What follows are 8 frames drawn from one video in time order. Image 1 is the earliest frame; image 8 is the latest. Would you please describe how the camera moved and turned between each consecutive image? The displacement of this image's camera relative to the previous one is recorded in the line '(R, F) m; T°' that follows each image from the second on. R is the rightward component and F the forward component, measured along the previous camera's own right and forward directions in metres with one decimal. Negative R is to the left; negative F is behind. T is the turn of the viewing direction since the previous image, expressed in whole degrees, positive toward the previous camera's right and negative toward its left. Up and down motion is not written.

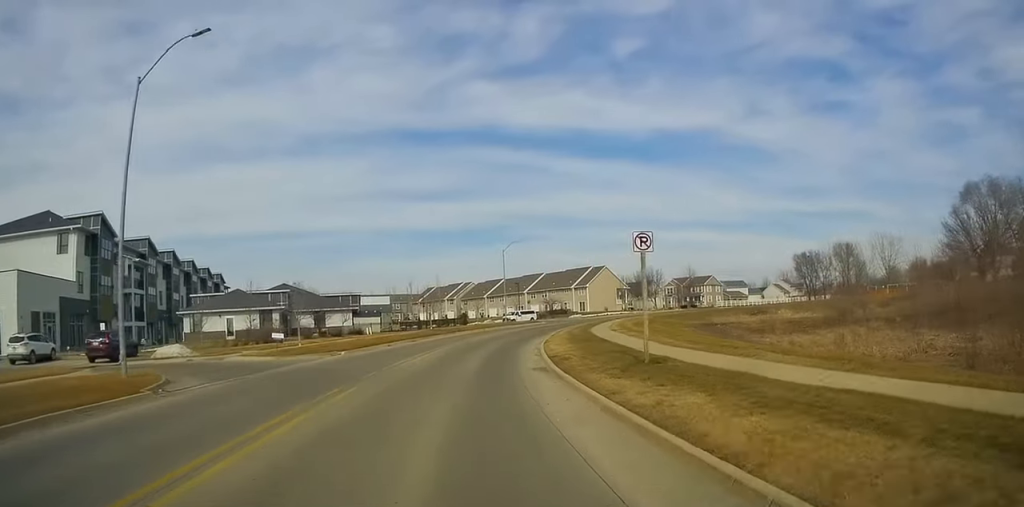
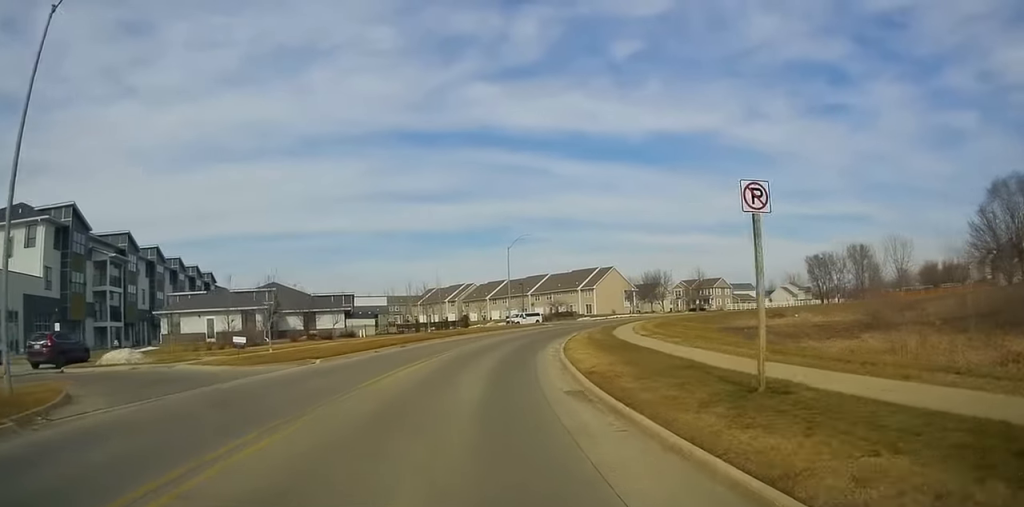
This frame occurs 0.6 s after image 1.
(0.0, +5.6) m; 0°
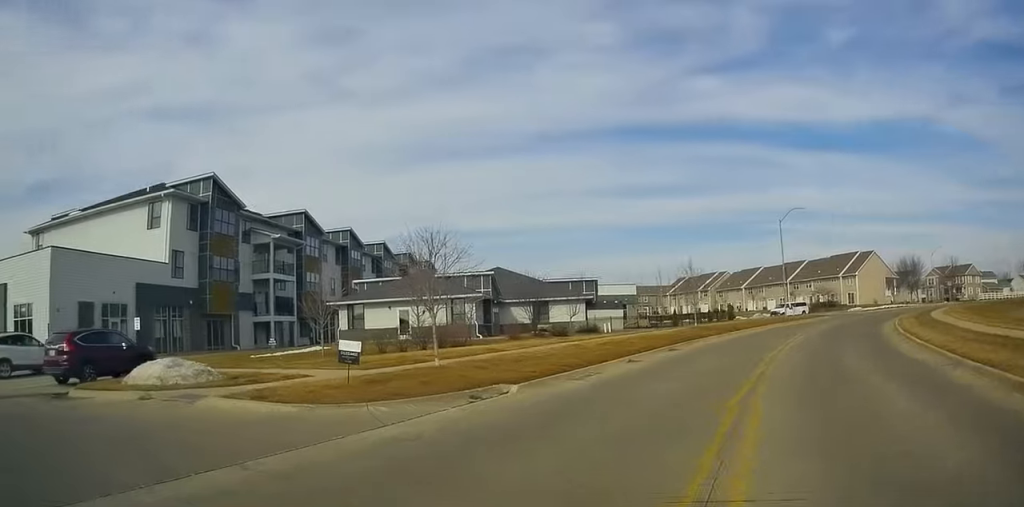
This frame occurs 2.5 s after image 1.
(-0.6, +13.3) m; -16°
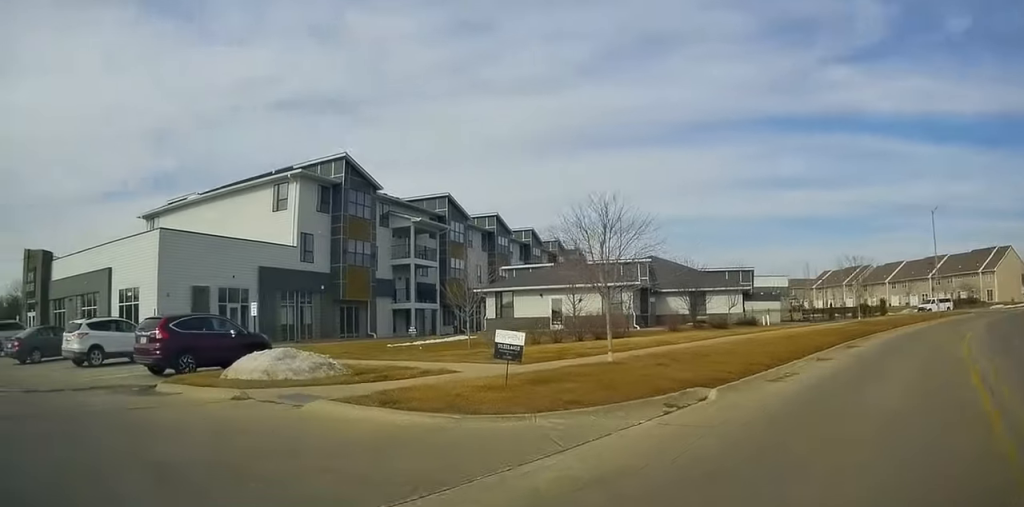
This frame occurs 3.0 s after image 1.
(0.0, +2.6) m; -9°
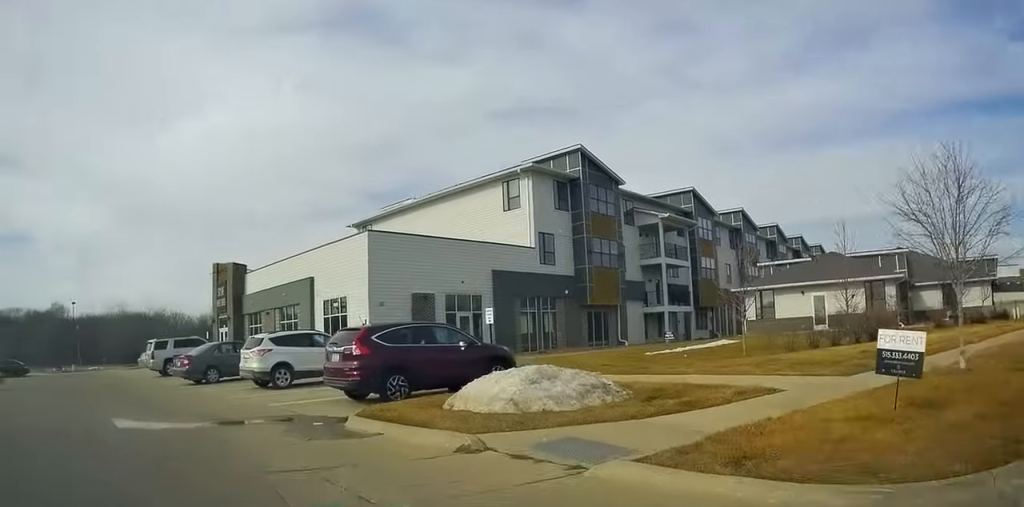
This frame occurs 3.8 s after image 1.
(-0.9, +3.8) m; -18°
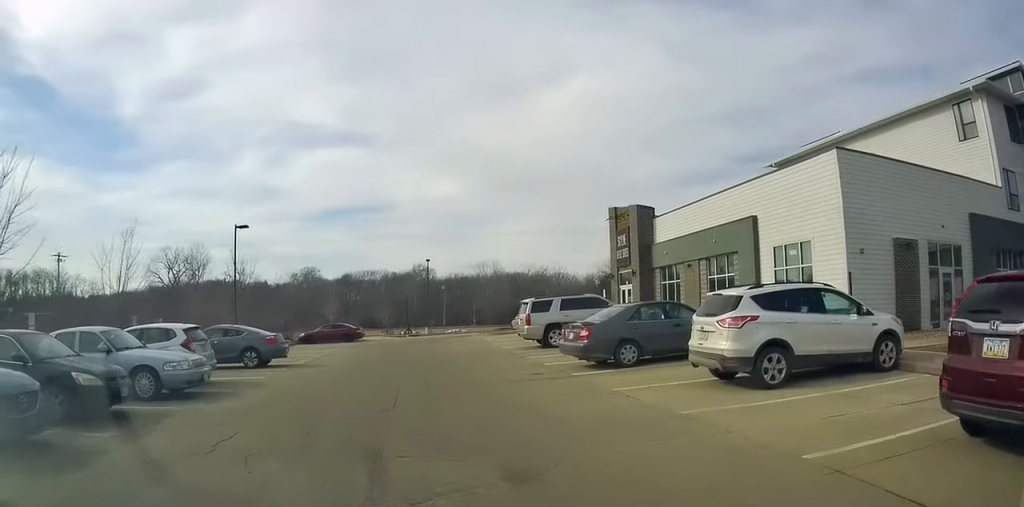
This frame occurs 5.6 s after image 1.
(-3.0, +7.0) m; -48°
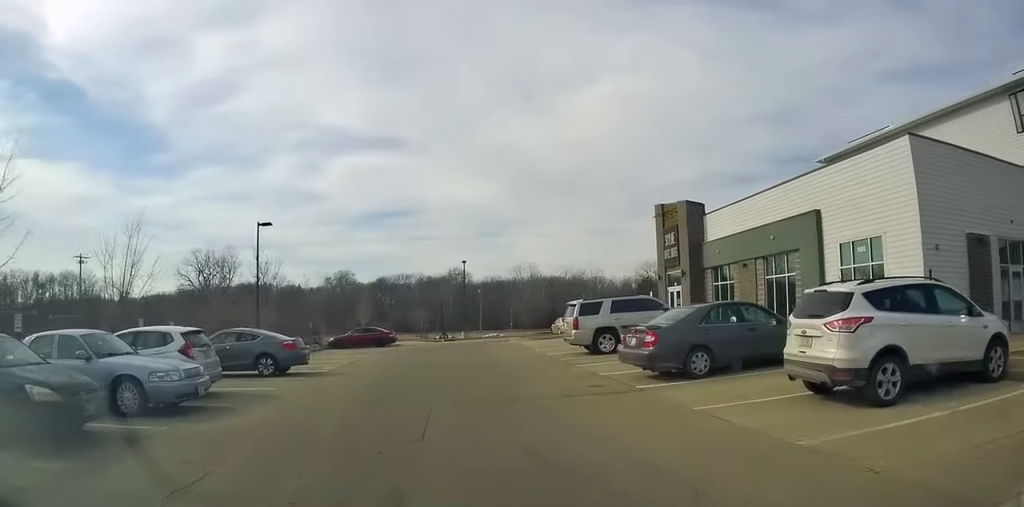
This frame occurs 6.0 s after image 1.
(-0.2, +1.9) m; -7°
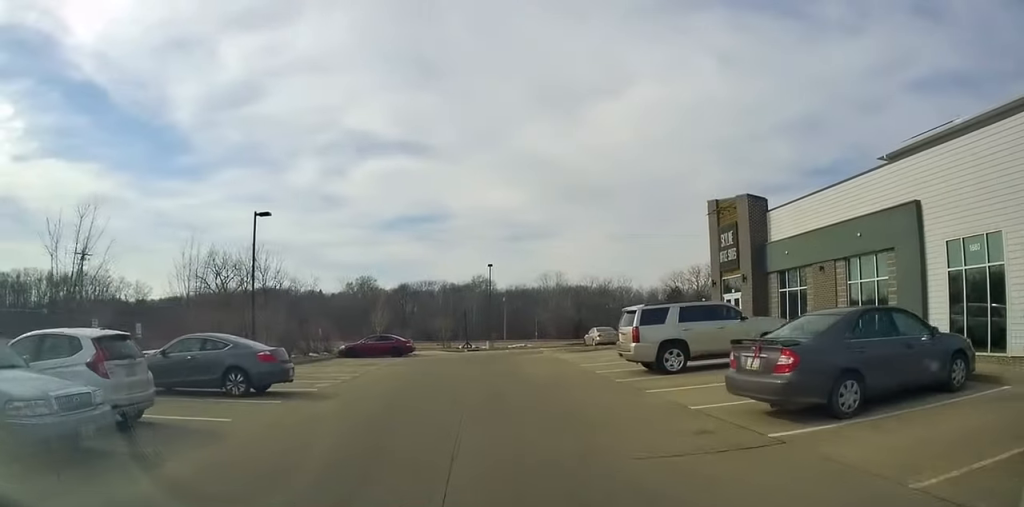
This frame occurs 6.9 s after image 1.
(-0.4, +3.8) m; -4°
